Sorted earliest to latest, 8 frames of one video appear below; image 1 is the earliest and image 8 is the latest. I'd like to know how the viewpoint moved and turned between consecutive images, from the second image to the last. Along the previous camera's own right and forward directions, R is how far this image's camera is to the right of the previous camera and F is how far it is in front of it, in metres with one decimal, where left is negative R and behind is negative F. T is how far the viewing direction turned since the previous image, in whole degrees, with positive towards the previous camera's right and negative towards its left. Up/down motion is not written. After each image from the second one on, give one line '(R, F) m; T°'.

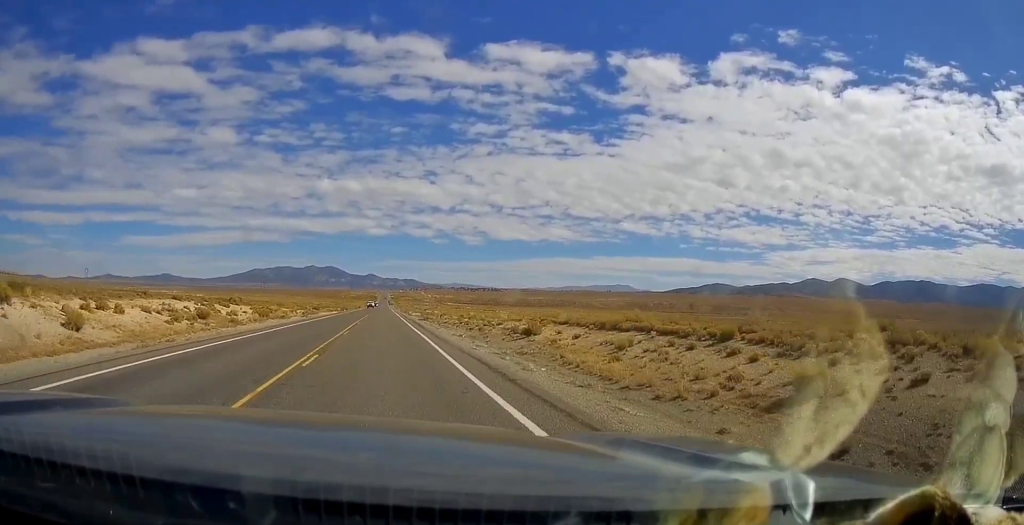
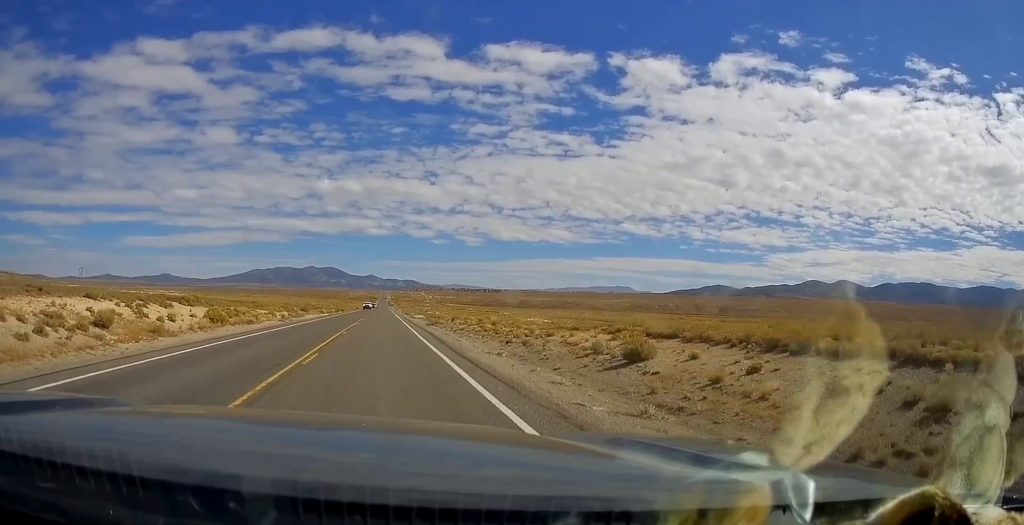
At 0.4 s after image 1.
(0.0, +14.0) m; 0°
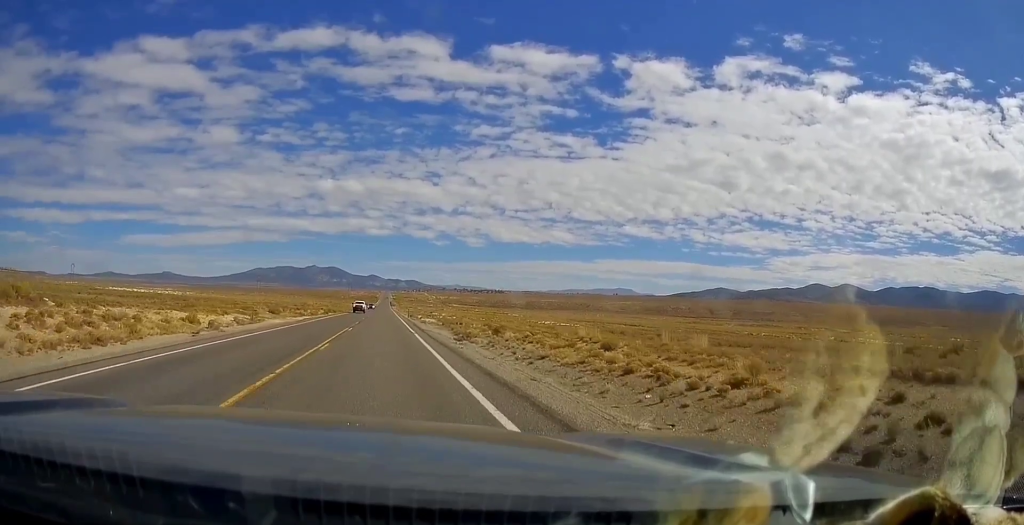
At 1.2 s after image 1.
(-0.2, +25.0) m; 0°
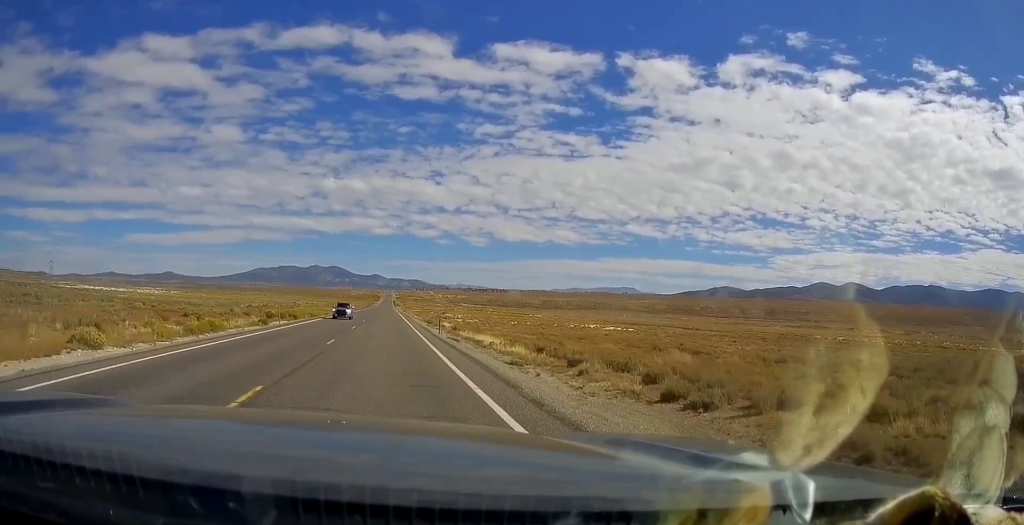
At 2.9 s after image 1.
(+0.6, +53.4) m; 0°
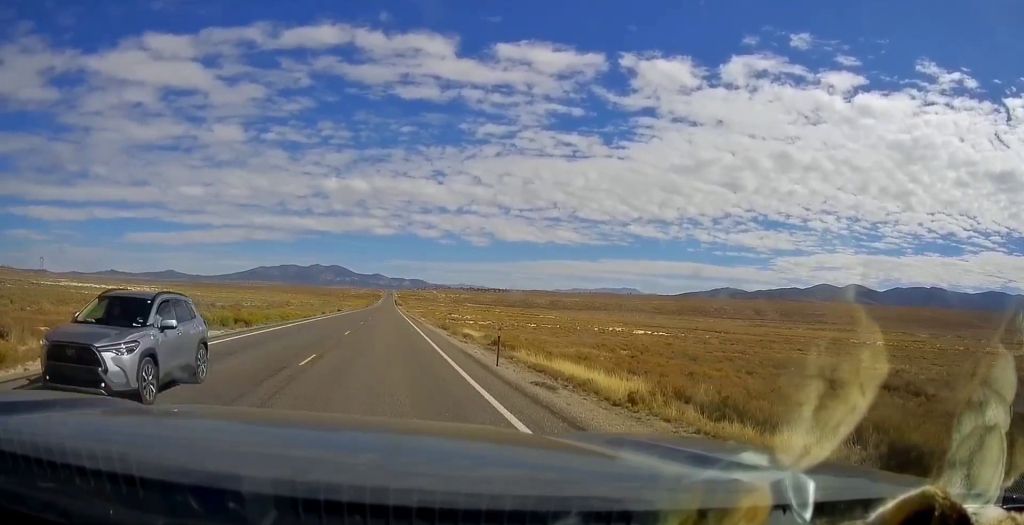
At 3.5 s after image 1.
(+0.1, +22.4) m; -1°
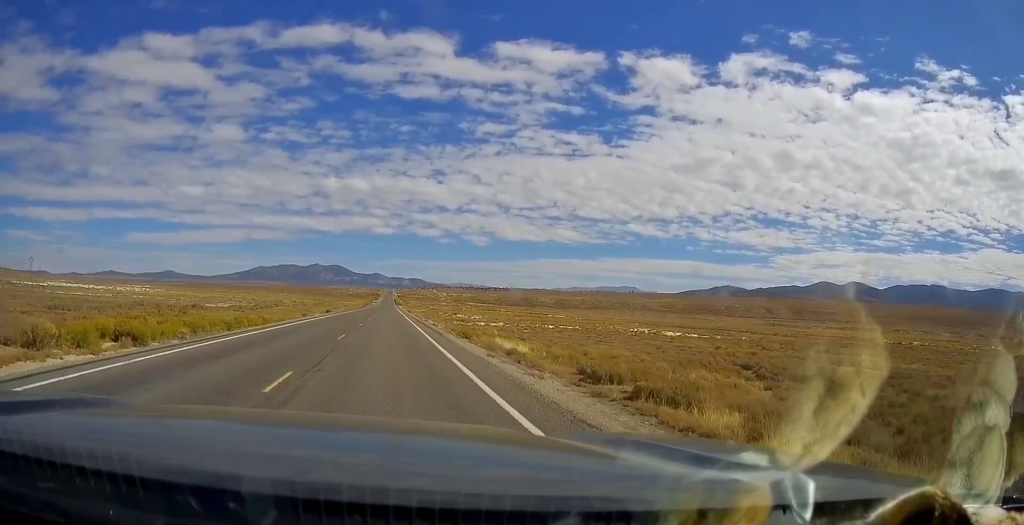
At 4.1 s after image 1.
(-0.5, +19.1) m; 0°
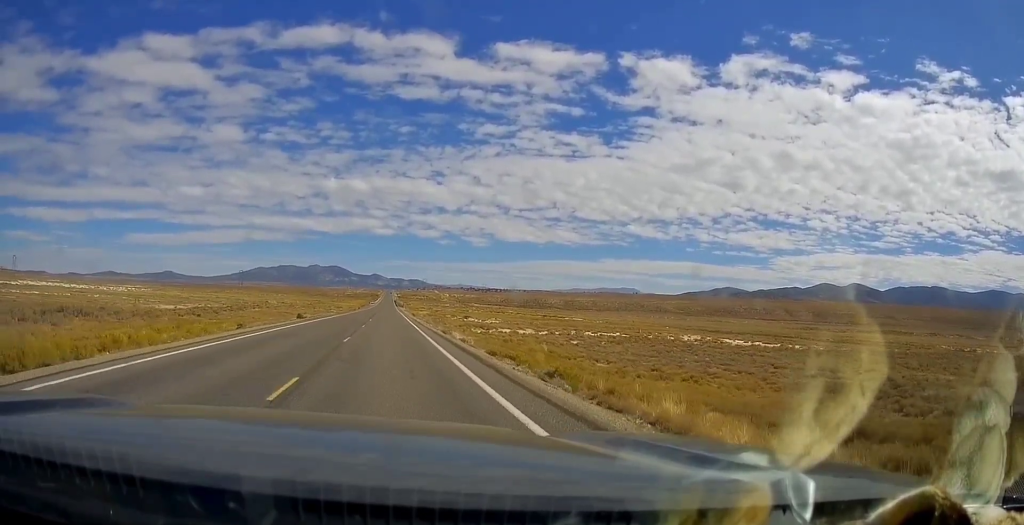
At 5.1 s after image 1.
(+0.2, +29.2) m; 0°
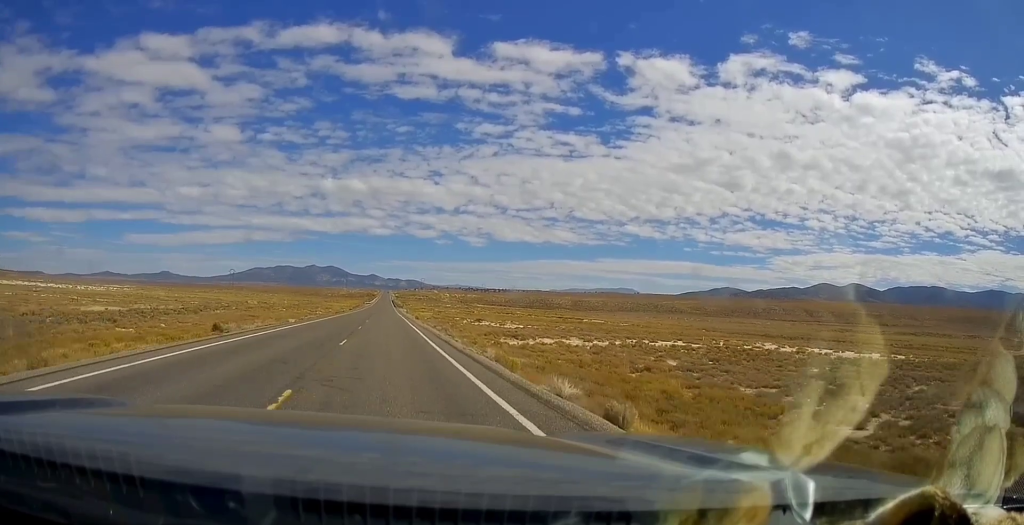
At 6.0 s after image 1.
(0.0, +31.1) m; 0°
